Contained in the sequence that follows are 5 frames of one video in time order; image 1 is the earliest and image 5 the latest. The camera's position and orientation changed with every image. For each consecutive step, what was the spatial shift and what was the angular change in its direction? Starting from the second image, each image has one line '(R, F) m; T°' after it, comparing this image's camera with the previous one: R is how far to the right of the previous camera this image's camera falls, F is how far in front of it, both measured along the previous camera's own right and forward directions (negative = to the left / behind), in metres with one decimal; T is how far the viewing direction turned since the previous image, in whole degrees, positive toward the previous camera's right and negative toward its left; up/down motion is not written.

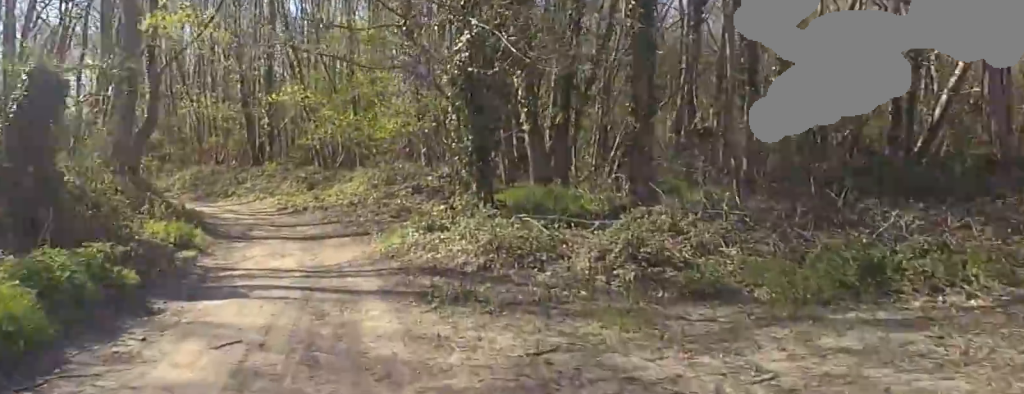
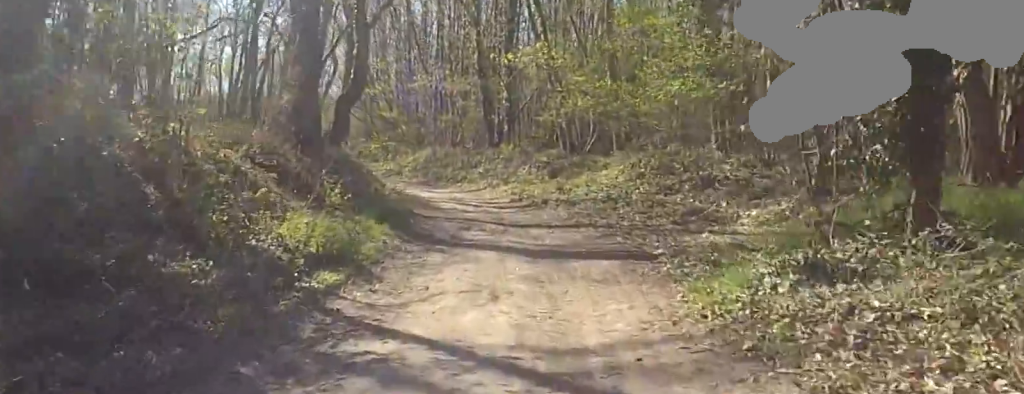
(-0.6, +7.1) m; -8°
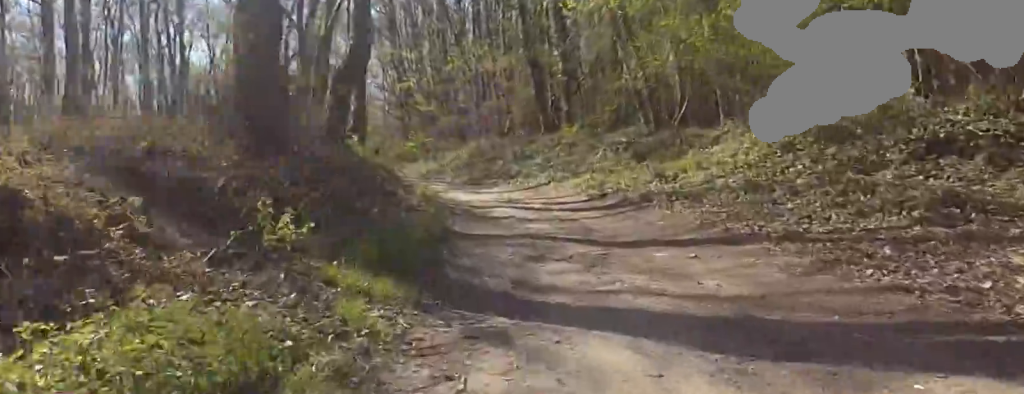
(+0.2, +6.5) m; +11°
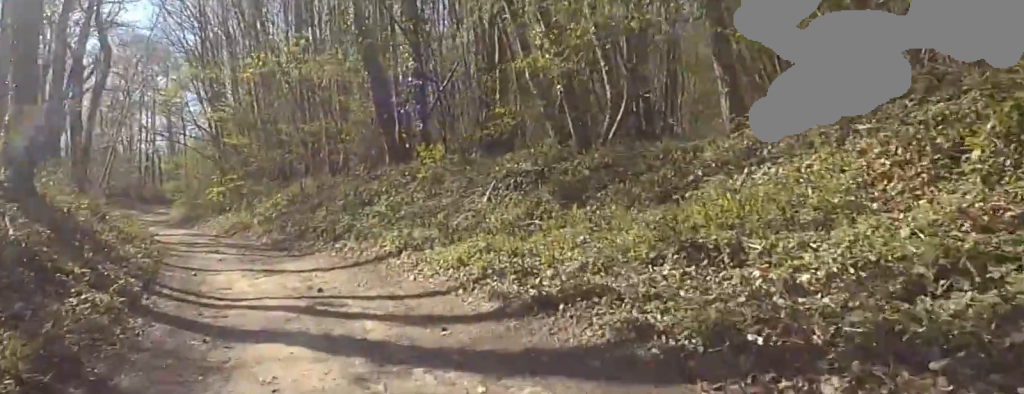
(+1.0, +10.3) m; -3°
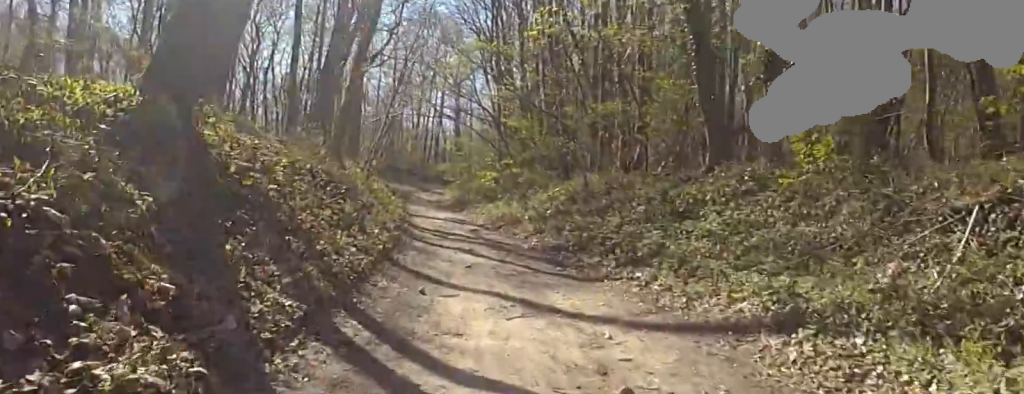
(-0.5, +4.7) m; -8°
